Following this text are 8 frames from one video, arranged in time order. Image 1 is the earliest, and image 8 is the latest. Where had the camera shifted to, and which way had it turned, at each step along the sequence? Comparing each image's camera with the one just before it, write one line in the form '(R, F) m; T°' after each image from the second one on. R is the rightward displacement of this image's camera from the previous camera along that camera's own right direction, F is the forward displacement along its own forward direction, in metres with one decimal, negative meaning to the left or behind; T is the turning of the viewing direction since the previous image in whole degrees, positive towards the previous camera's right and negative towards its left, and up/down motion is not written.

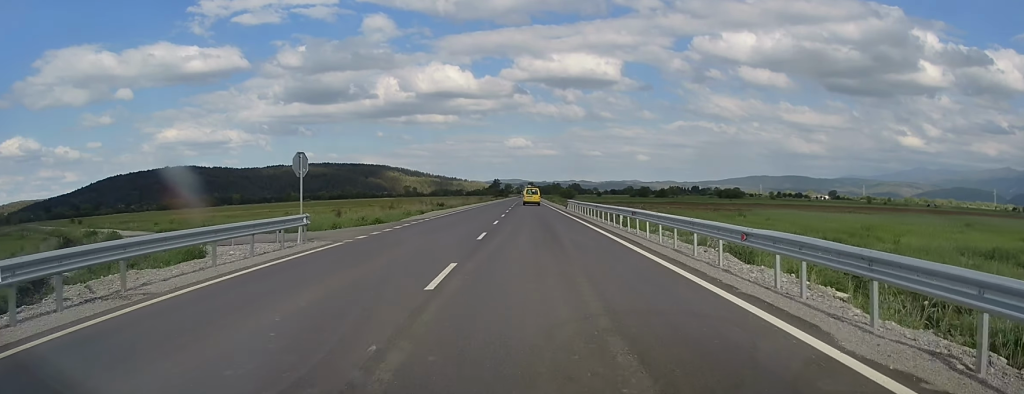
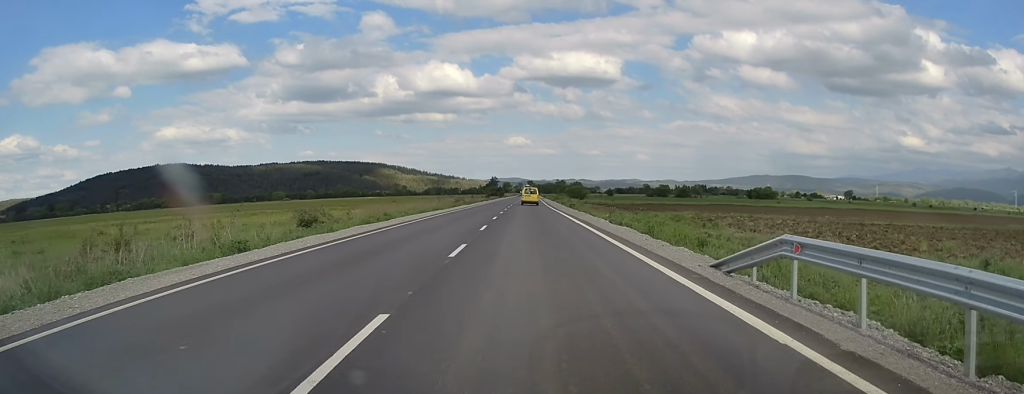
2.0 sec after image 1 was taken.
(-0.1, +49.8) m; -1°
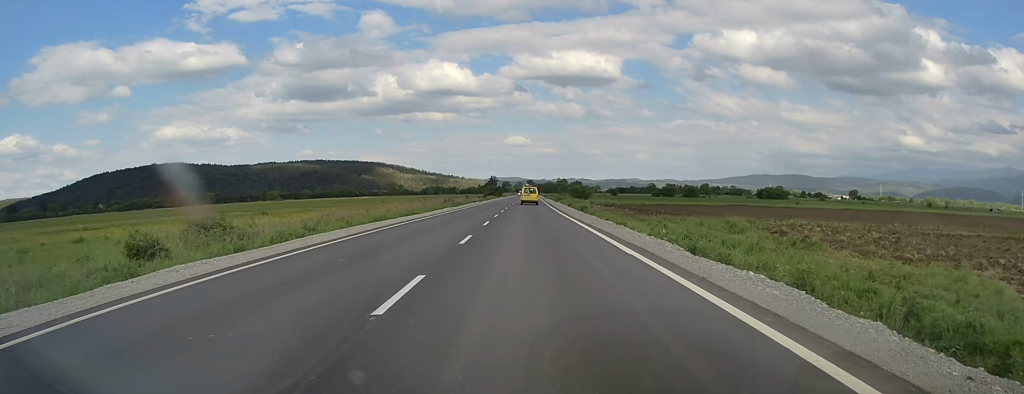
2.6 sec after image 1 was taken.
(0.0, +15.0) m; +1°
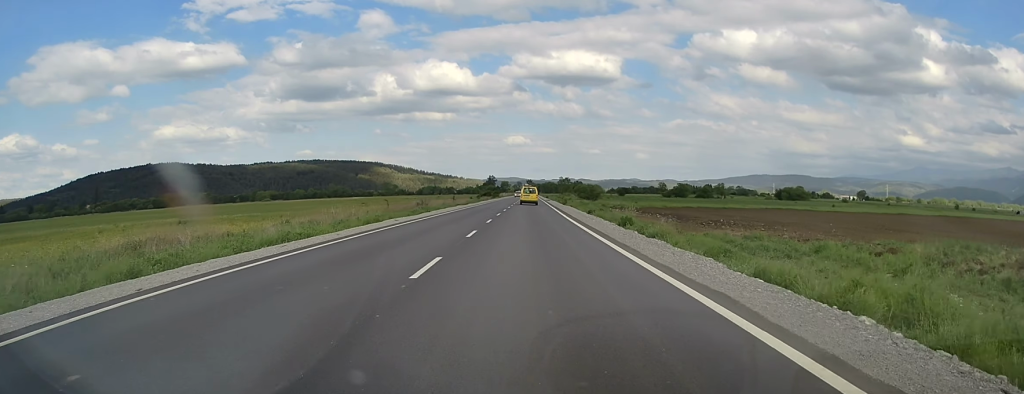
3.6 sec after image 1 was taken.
(+0.3, +24.1) m; 0°
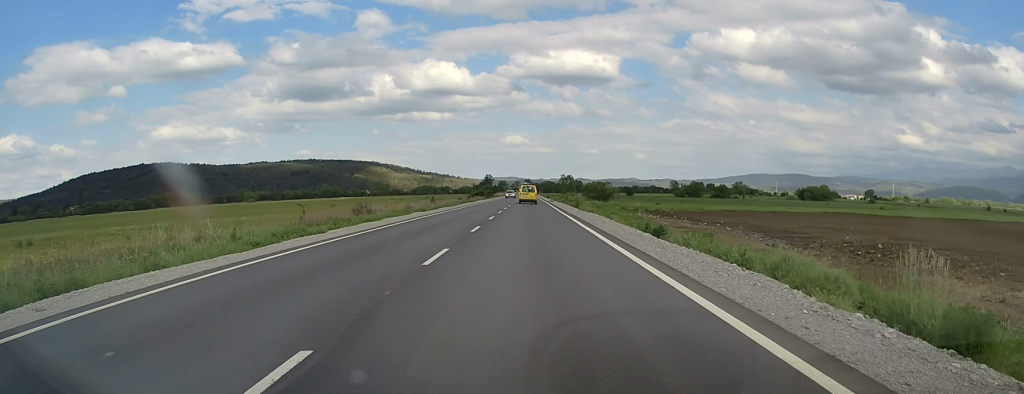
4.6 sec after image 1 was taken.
(-0.2, +25.7) m; -1°
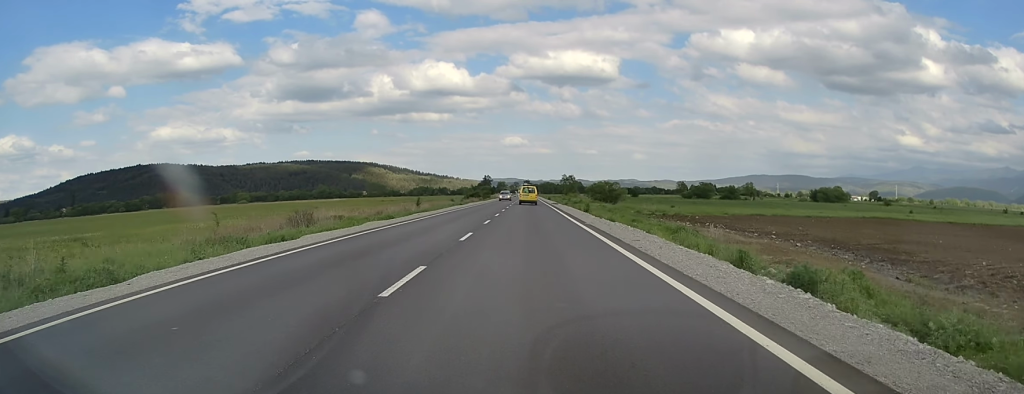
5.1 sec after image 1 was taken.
(-0.1, +12.4) m; 0°
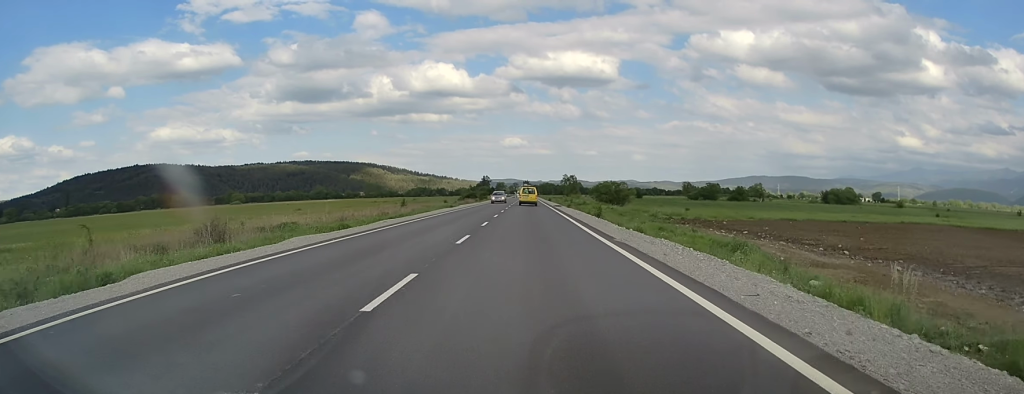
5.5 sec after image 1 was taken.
(-0.1, +9.9) m; 0°
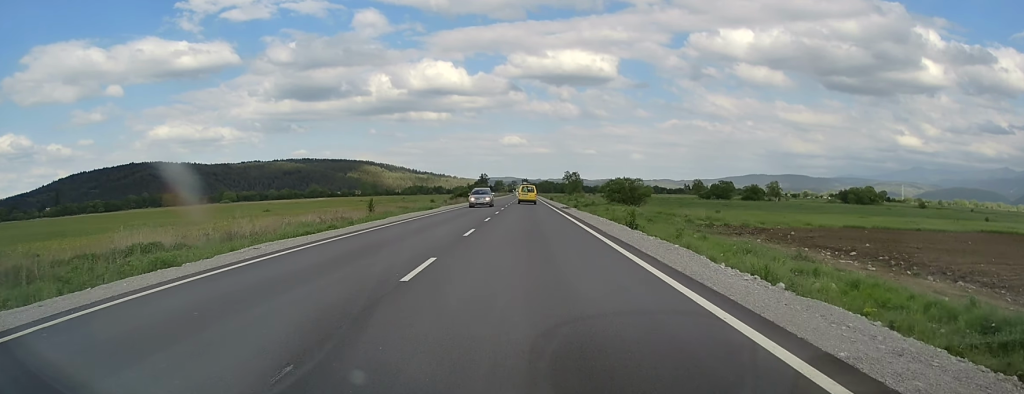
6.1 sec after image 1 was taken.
(+0.1, +15.7) m; 0°
